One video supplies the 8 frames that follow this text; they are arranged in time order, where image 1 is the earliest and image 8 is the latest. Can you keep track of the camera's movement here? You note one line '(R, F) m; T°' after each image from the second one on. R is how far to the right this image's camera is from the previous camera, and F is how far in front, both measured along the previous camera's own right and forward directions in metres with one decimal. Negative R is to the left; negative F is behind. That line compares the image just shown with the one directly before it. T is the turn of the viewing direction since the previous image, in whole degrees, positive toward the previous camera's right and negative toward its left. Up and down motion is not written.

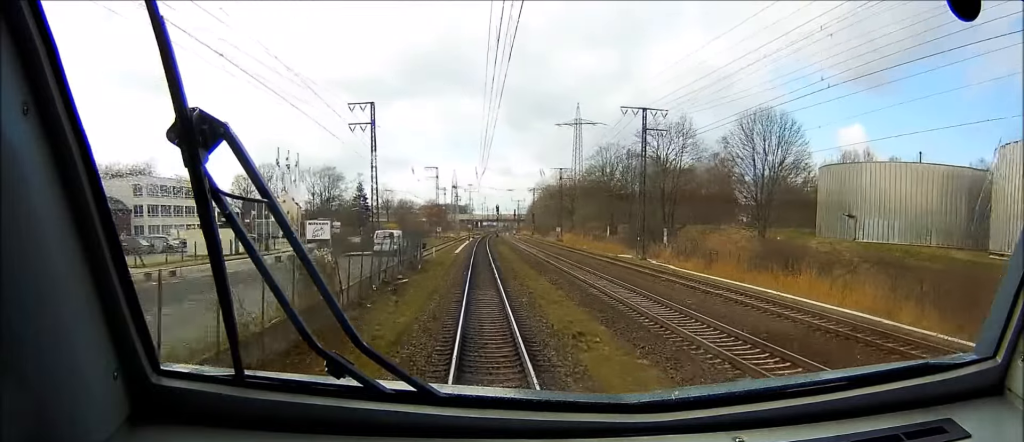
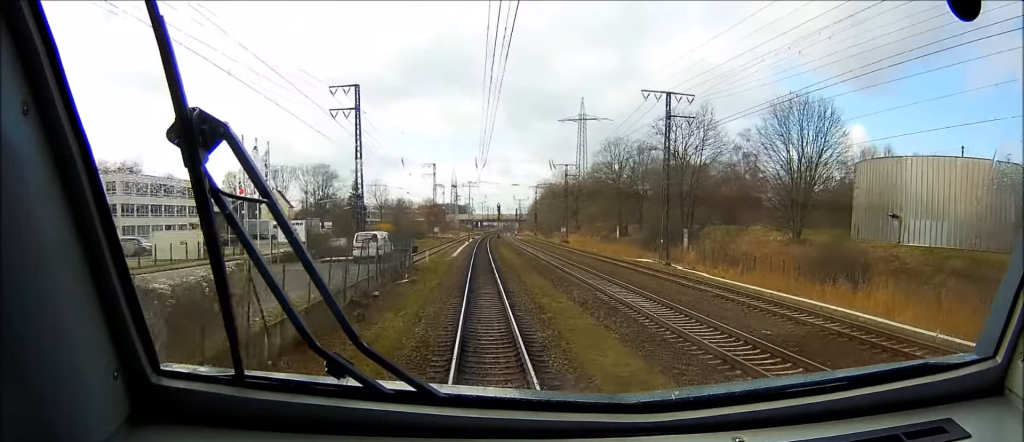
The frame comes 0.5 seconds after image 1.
(-0.1, +9.6) m; 0°
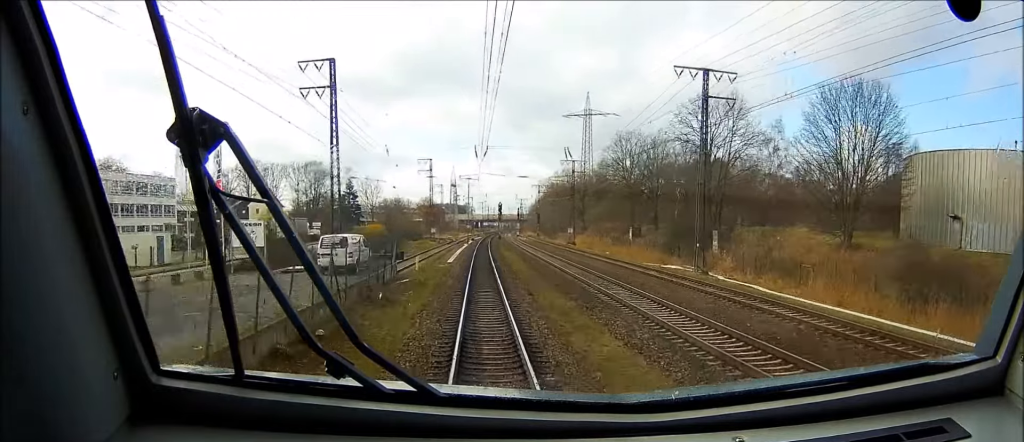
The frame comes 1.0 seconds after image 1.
(+0.1, +11.6) m; +1°
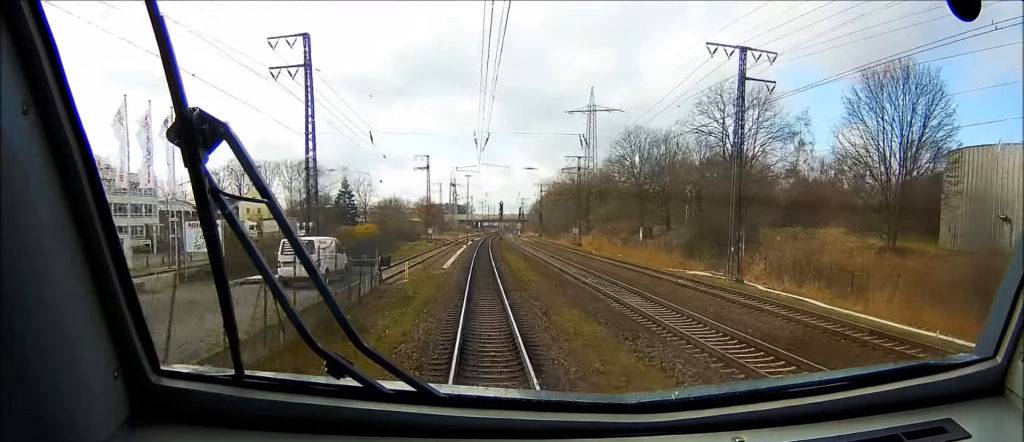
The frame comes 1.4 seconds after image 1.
(0.0, +8.2) m; +1°
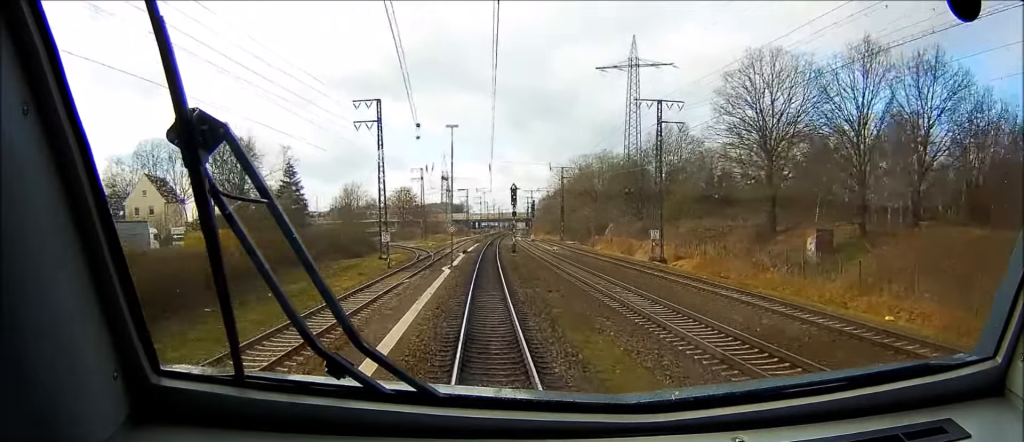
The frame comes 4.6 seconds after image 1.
(+2.2, +60.9) m; +1°
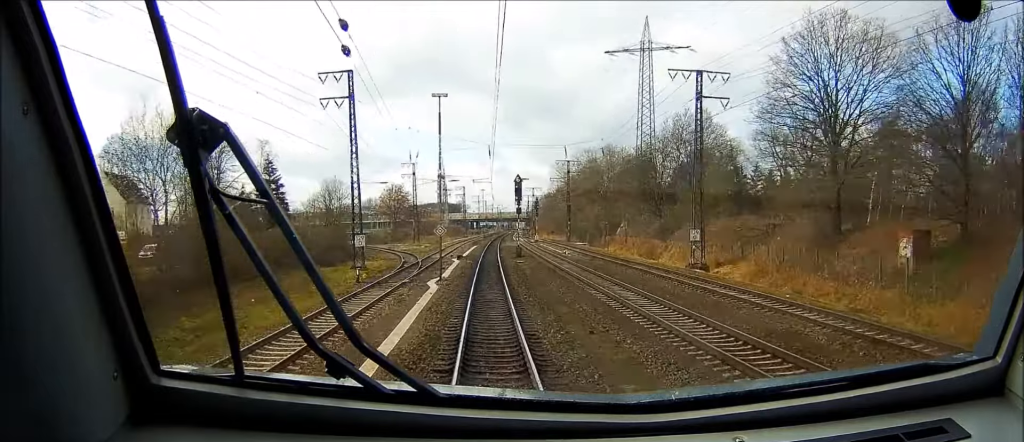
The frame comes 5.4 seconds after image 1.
(-0.4, +13.2) m; 0°
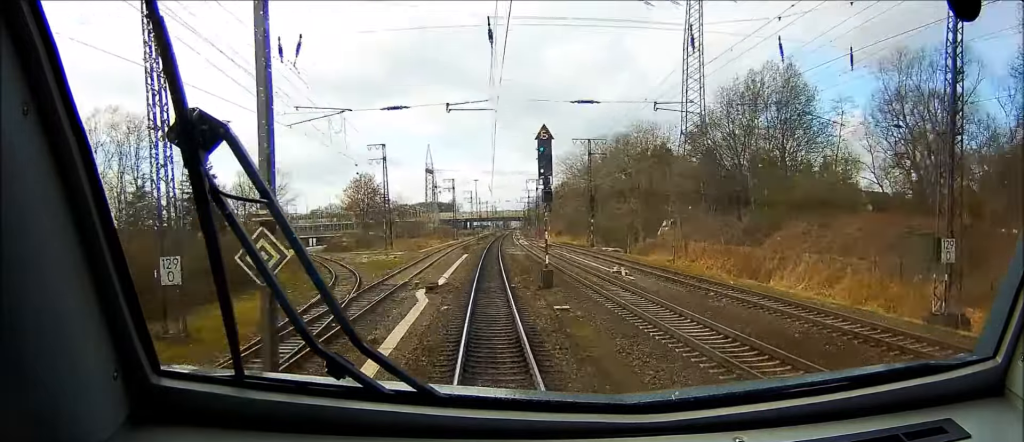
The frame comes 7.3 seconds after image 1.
(+0.8, +27.4) m; +2°
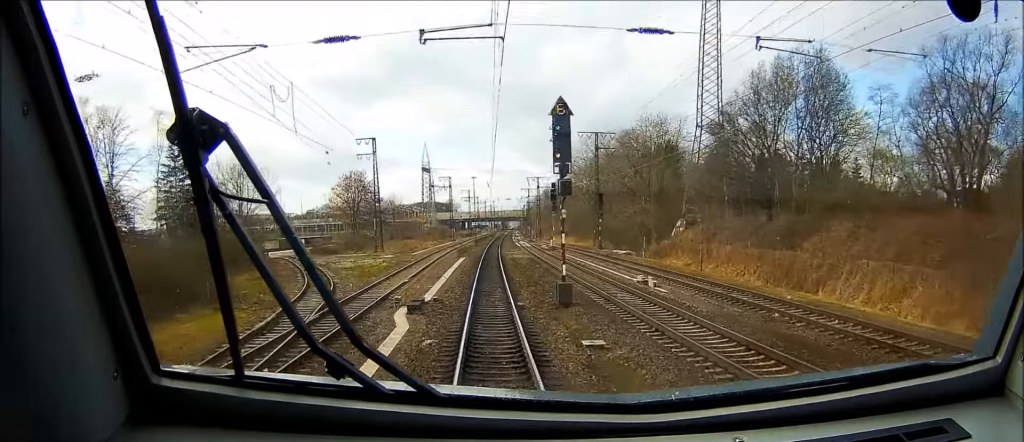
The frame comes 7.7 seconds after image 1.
(0.0, +5.9) m; -1°
